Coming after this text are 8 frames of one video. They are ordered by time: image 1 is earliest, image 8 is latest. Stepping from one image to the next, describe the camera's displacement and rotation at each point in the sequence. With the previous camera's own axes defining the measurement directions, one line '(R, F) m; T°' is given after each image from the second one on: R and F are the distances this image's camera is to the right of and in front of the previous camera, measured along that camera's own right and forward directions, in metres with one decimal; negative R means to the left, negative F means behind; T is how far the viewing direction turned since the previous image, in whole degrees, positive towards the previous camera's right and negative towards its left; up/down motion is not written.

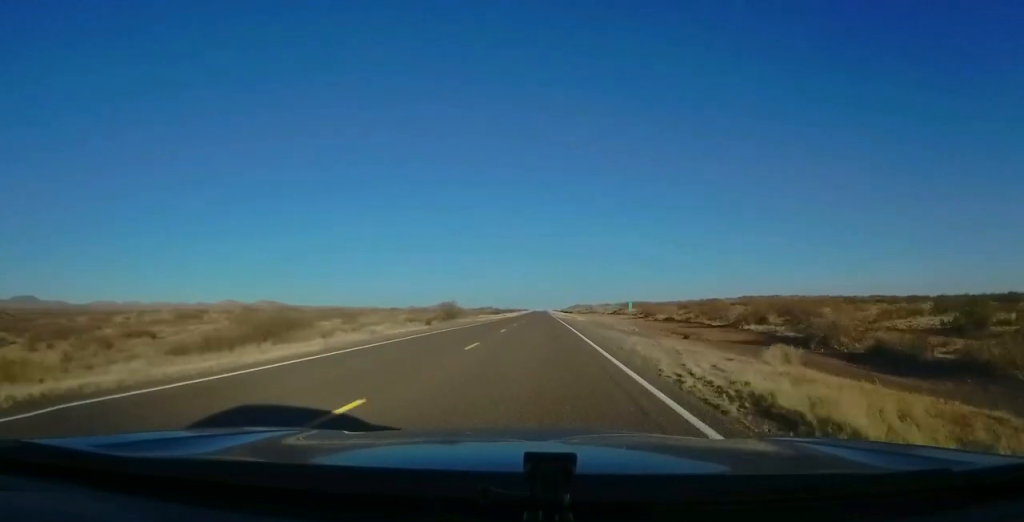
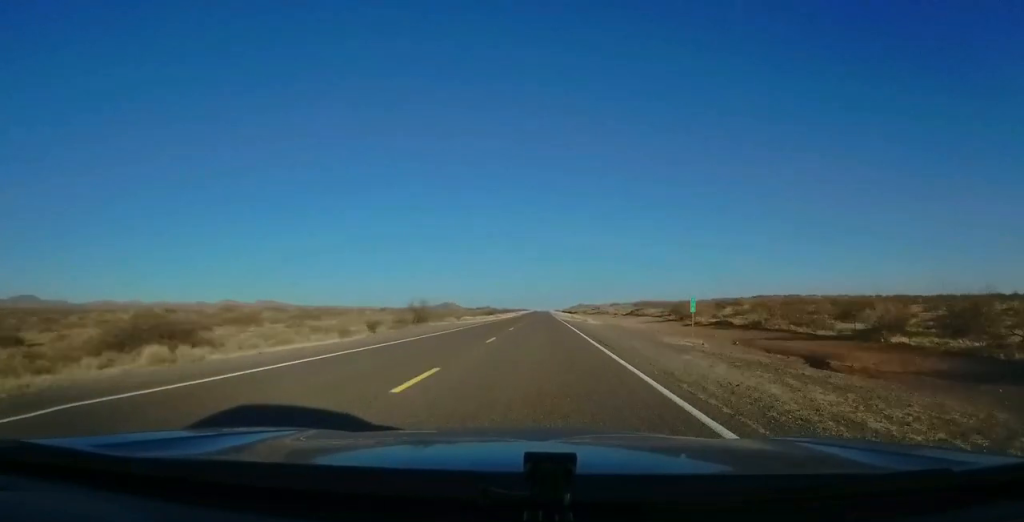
(-0.5, +20.6) m; +1°
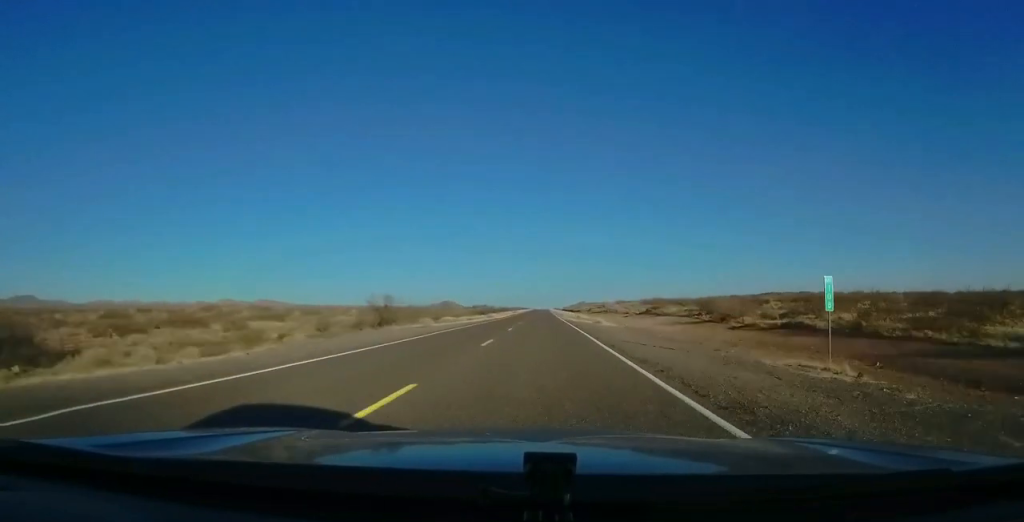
(+0.1, +14.6) m; +1°
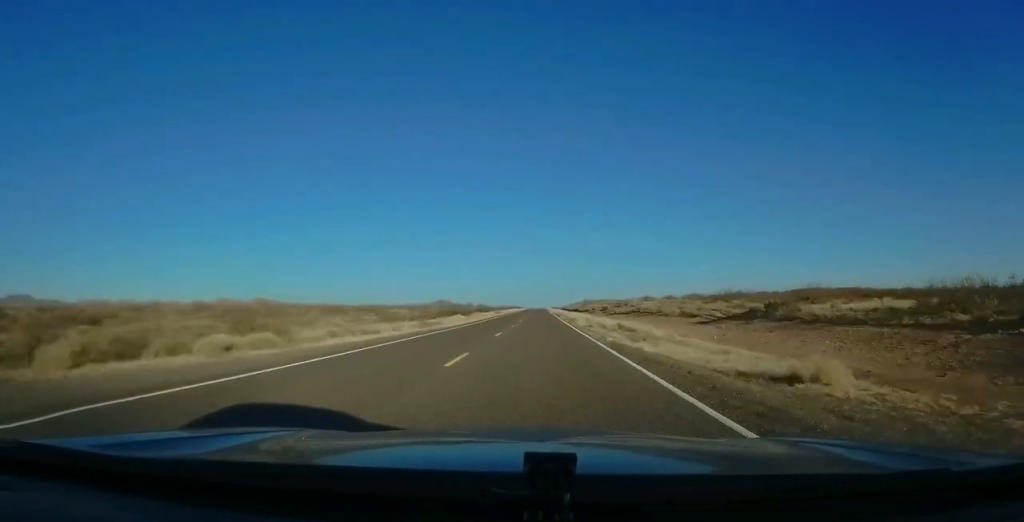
(+0.7, +43.0) m; 0°
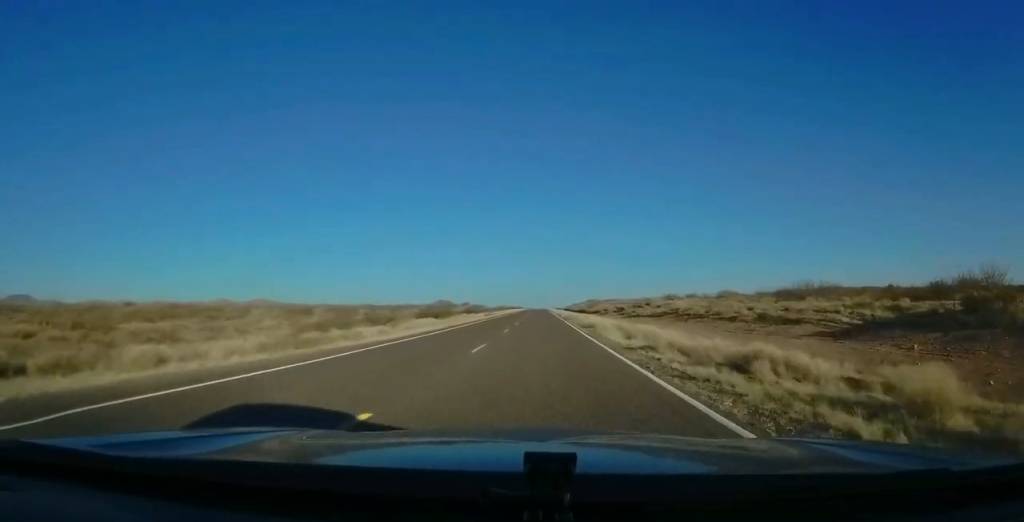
(-0.1, +20.5) m; 0°
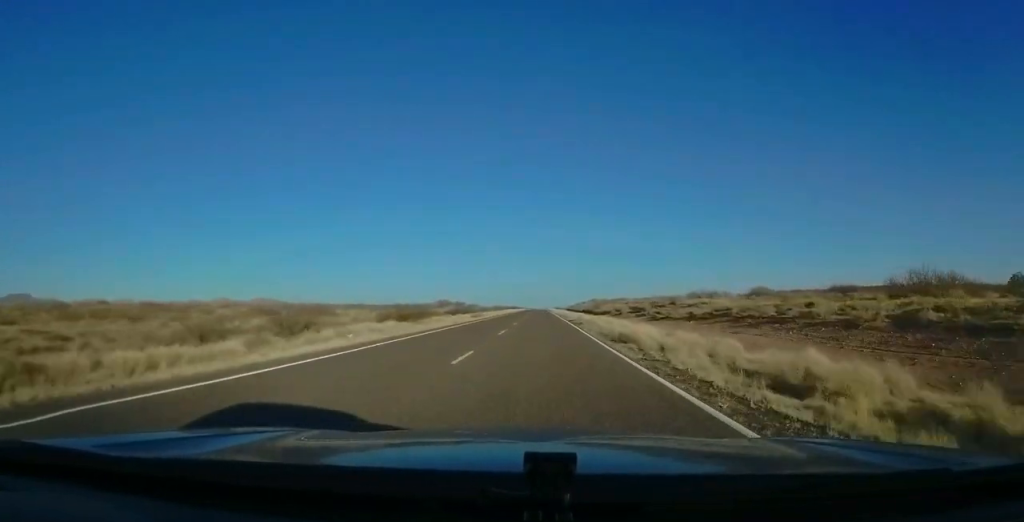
(0.0, +15.6) m; 0°
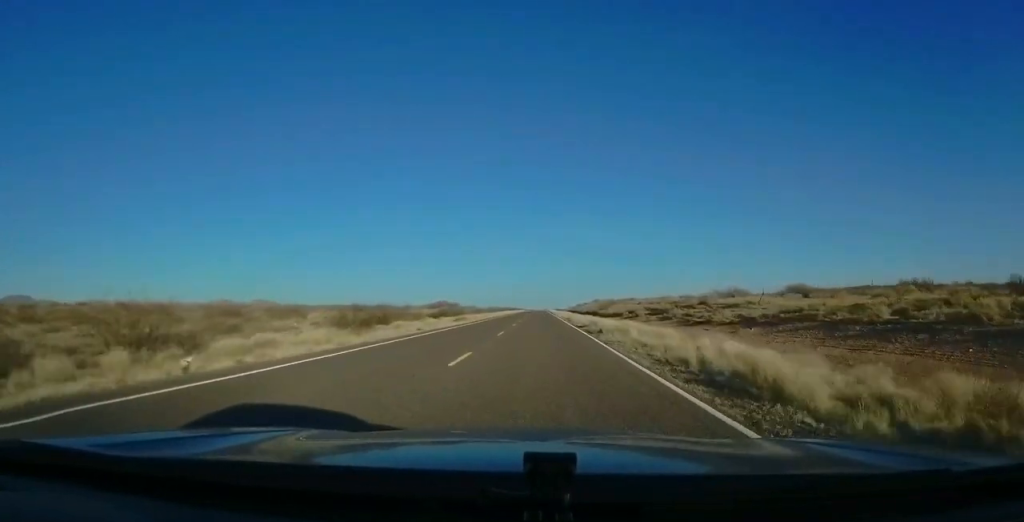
(0.0, +12.7) m; 0°
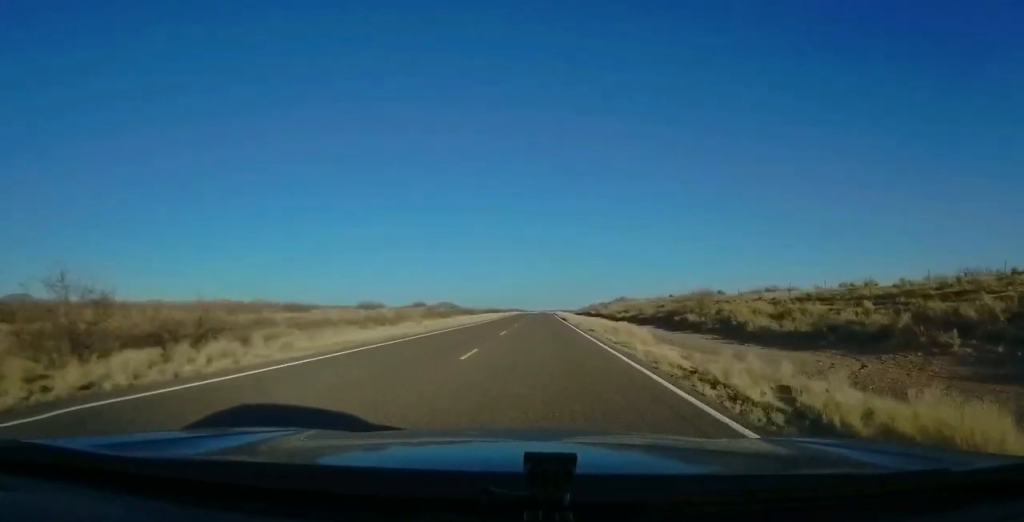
(+0.5, +59.9) m; 0°
